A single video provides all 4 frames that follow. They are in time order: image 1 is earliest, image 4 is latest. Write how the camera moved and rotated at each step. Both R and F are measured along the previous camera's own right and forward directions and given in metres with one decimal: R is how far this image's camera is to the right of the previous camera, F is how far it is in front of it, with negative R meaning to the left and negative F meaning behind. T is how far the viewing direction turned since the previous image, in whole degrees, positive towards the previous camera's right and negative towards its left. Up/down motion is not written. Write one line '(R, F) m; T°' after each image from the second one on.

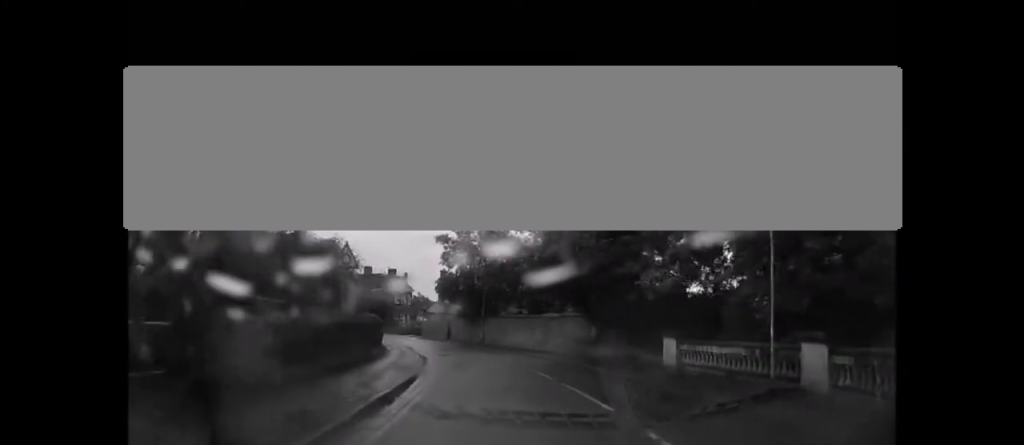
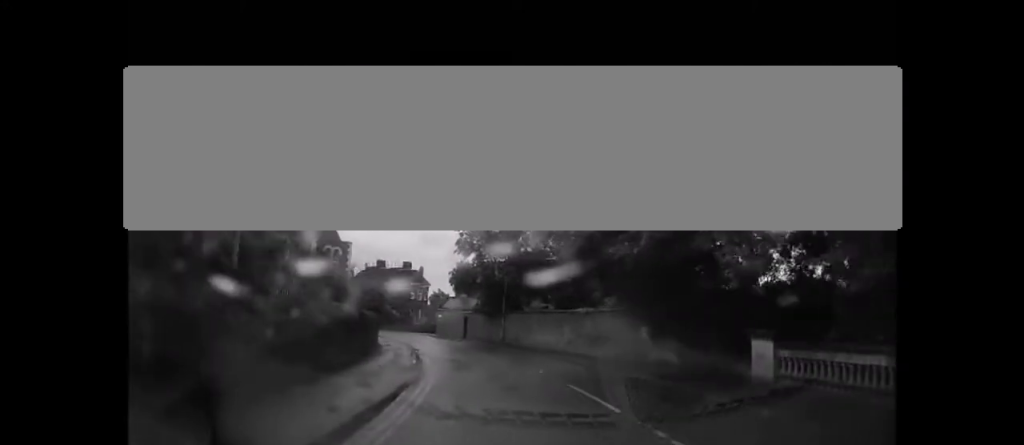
(0.0, +6.1) m; -2°
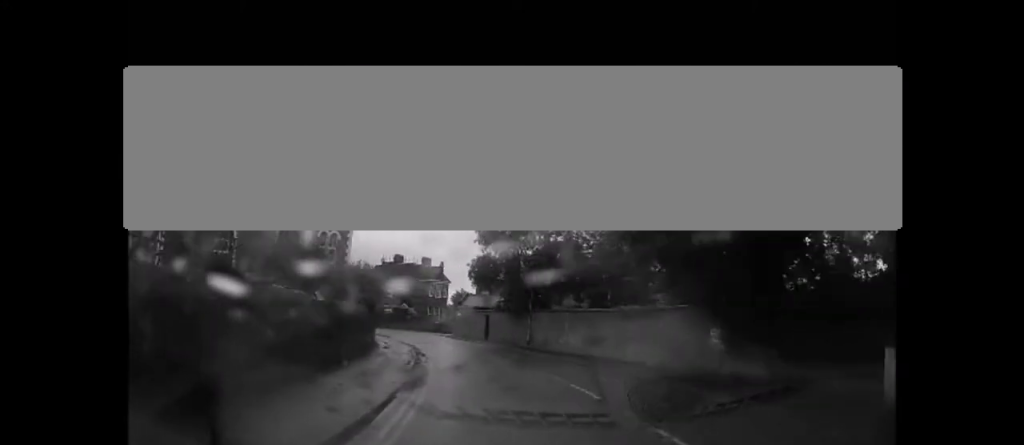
(+0.1, +5.5) m; -2°
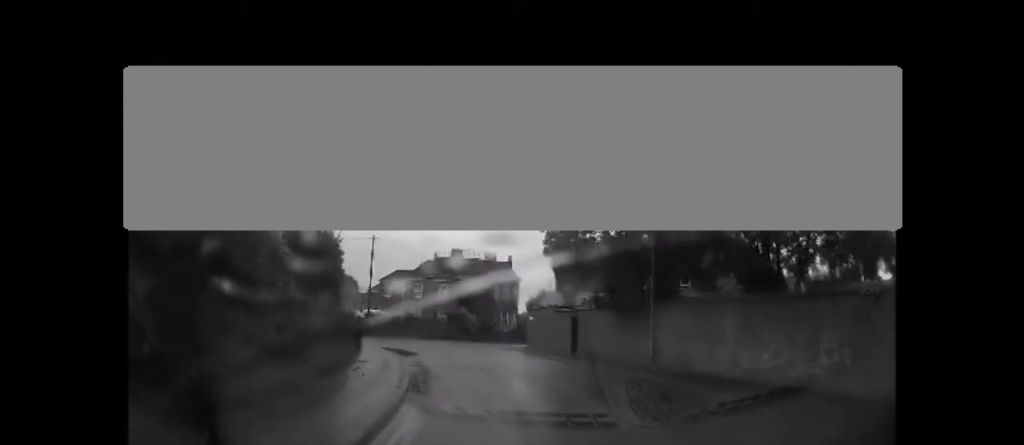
(-1.4, +14.4) m; -9°
